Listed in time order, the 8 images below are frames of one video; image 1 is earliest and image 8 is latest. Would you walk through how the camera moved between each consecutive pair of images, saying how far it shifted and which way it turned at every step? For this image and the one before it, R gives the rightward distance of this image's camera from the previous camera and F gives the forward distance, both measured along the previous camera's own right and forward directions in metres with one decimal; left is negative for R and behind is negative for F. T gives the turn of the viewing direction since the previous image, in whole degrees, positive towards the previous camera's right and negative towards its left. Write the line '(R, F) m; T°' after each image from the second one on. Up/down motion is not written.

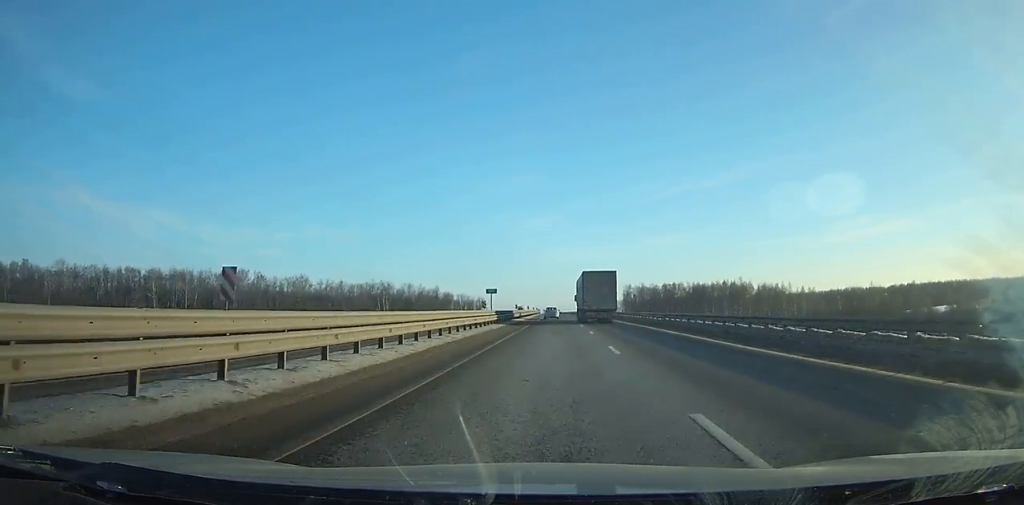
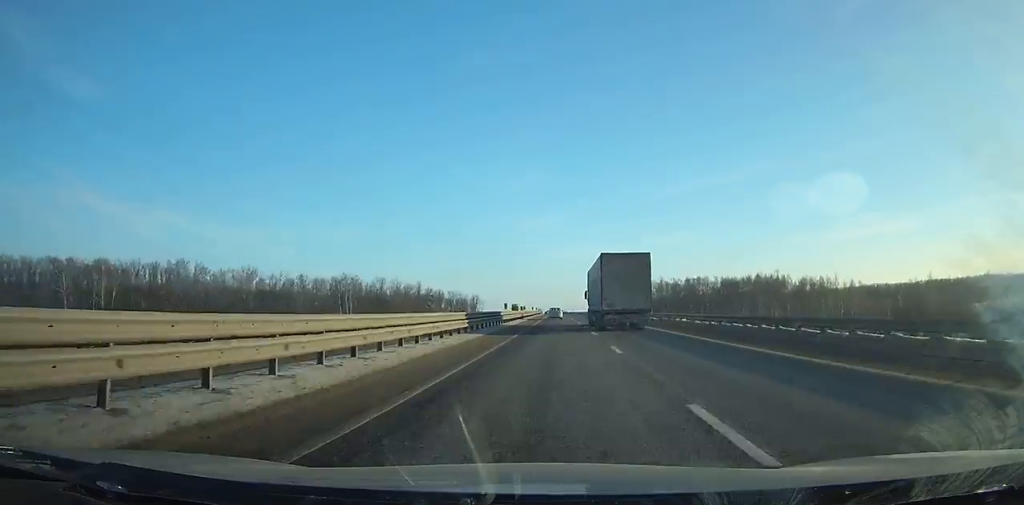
(-0.2, +46.6) m; 0°
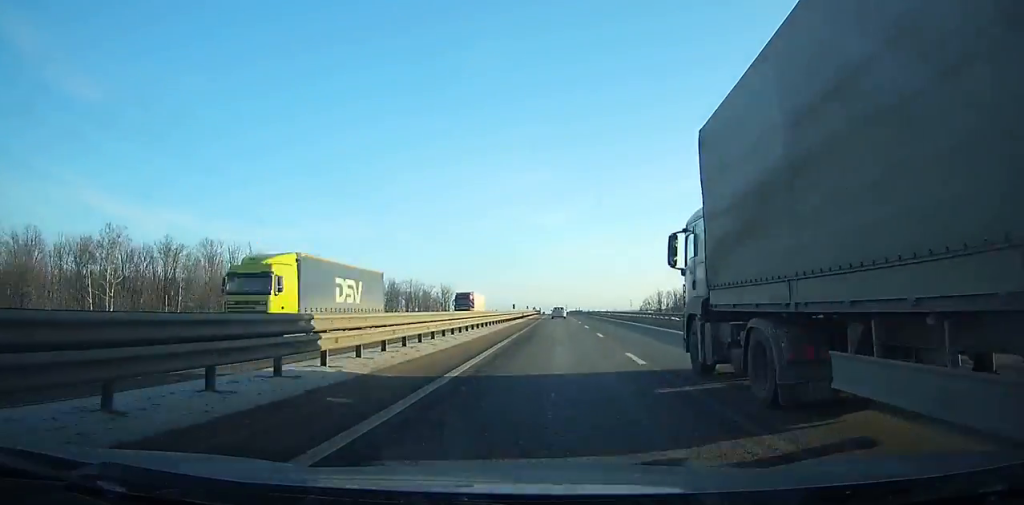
(-0.7, +109.6) m; -1°
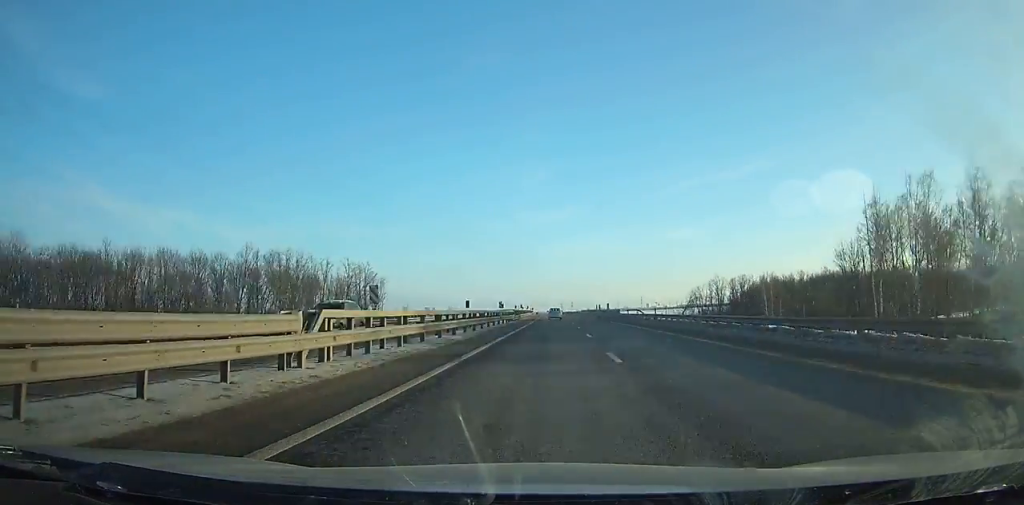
(-0.5, +106.3) m; -1°
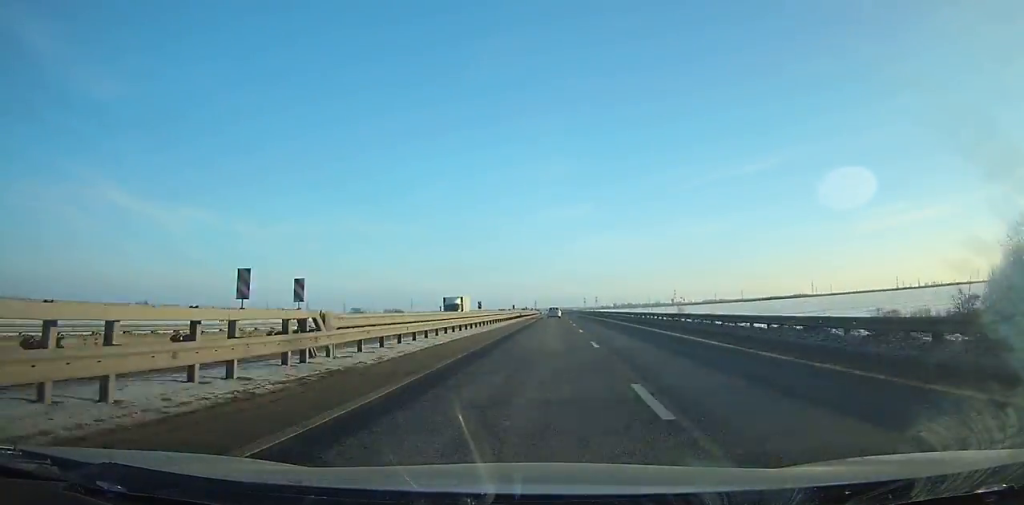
(-2.9, +164.1) m; -2°
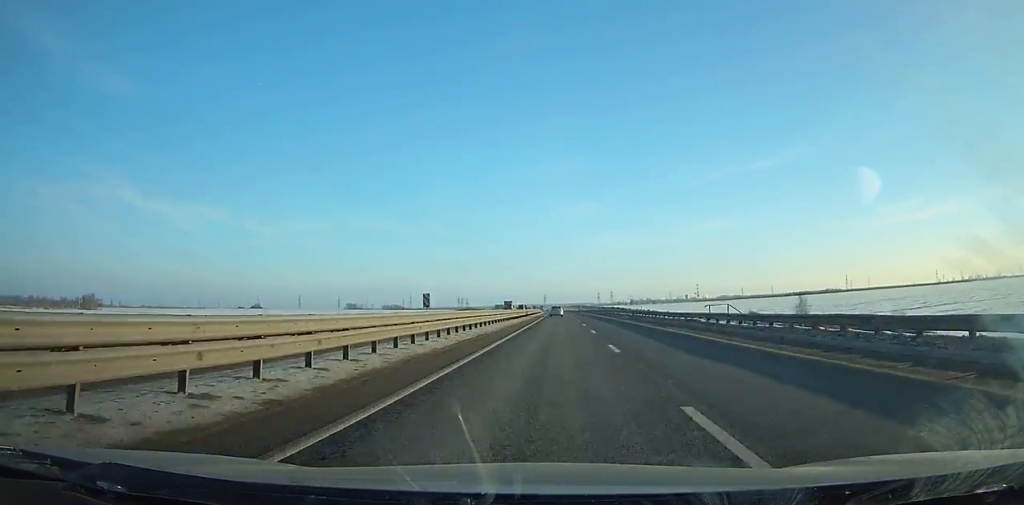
(-1.0, +108.2) m; -1°
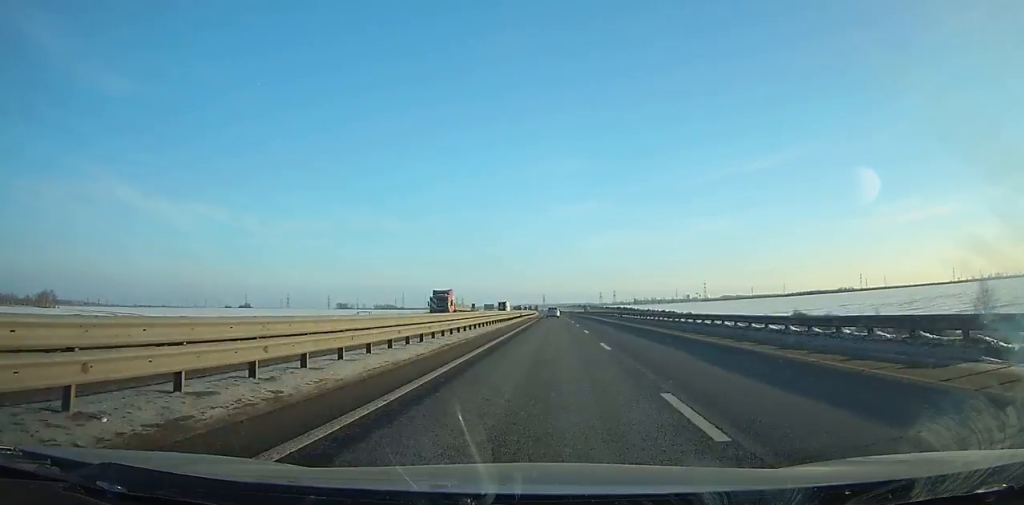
(0.0, +57.7) m; 0°
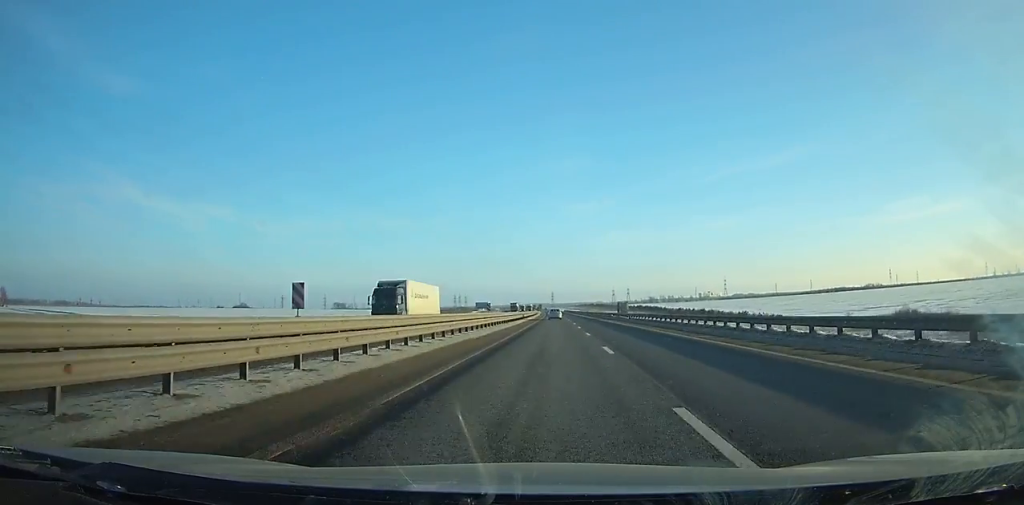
(-0.4, +71.6) m; -1°
